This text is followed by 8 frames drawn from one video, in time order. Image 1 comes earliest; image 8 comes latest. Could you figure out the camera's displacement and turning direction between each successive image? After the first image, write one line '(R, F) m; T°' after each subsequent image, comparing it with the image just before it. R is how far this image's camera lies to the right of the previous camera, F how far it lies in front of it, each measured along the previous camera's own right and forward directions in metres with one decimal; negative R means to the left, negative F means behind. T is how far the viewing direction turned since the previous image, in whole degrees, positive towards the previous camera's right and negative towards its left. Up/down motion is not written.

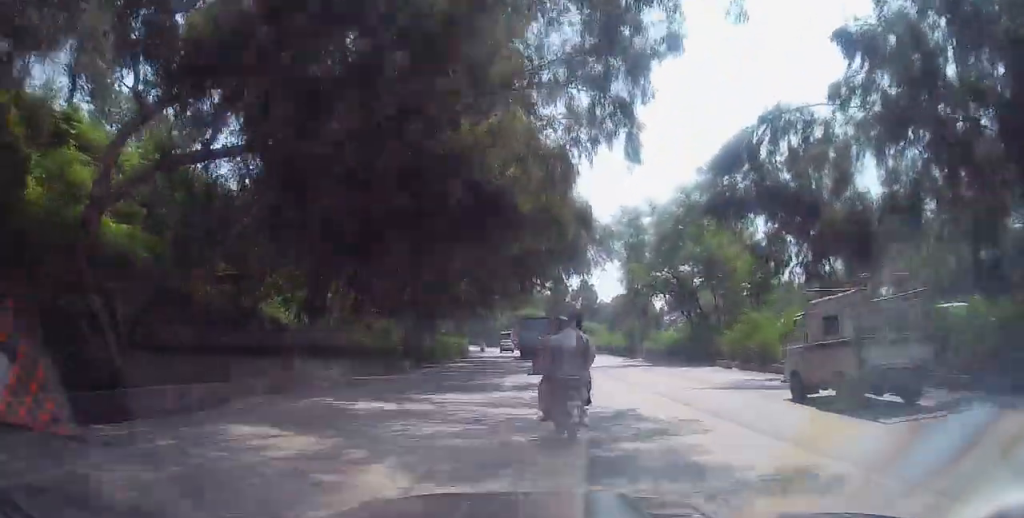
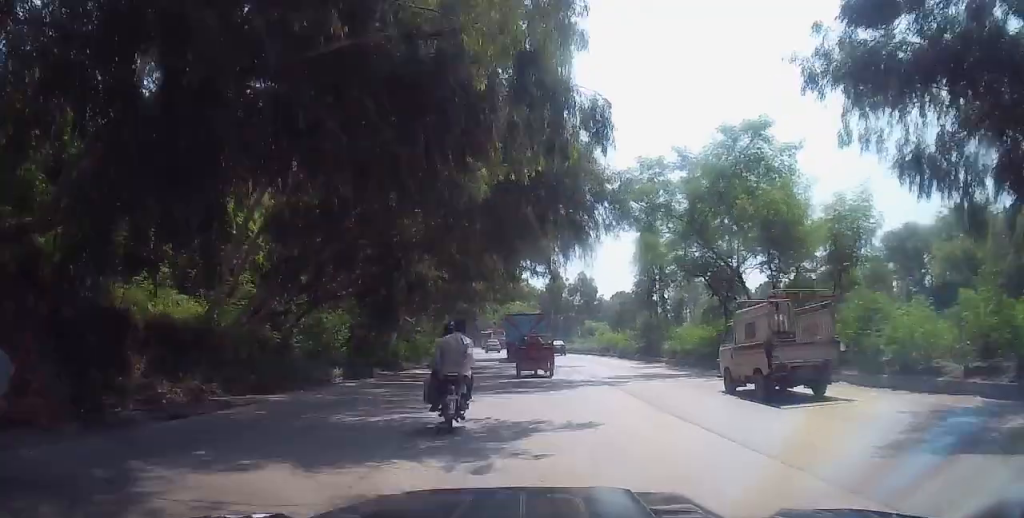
(0.0, +9.6) m; 0°
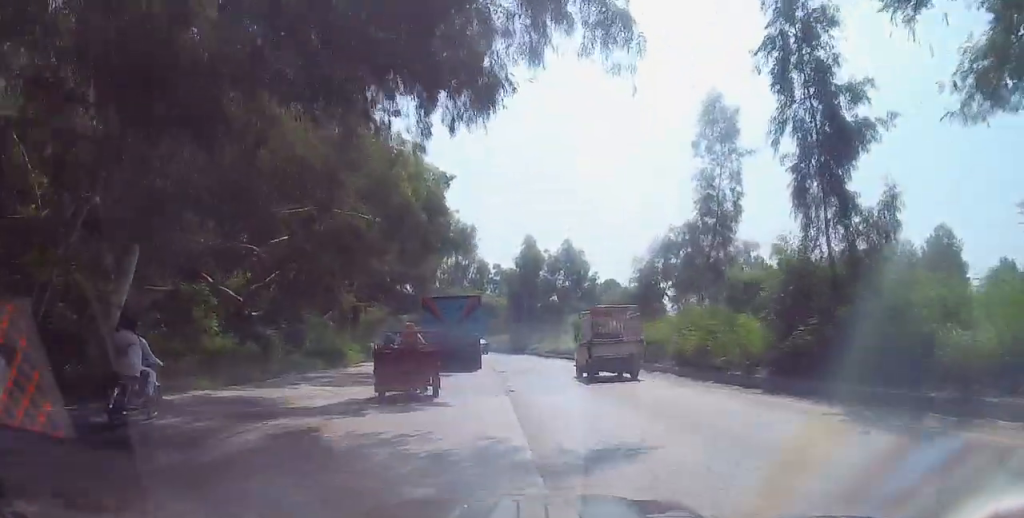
(-0.3, +25.8) m; -1°
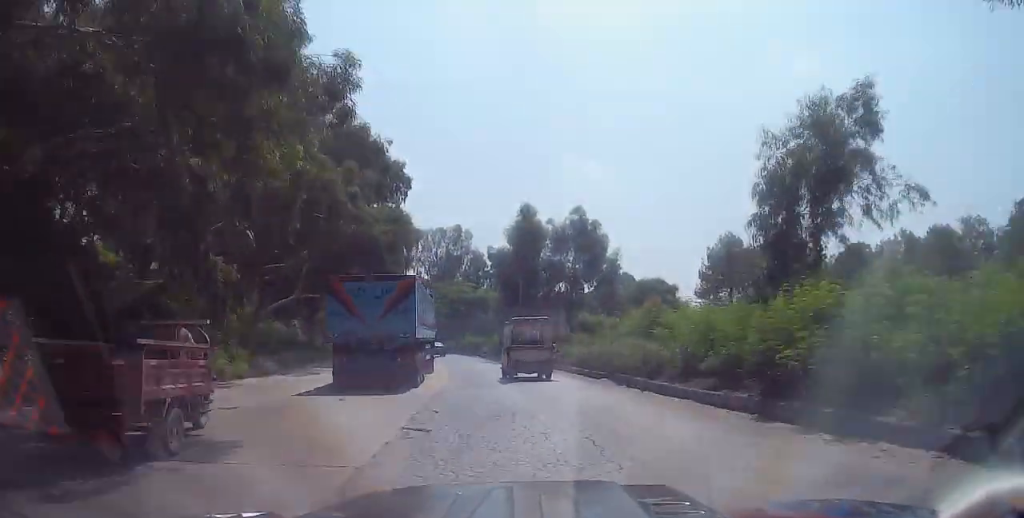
(+0.1, +16.3) m; 0°
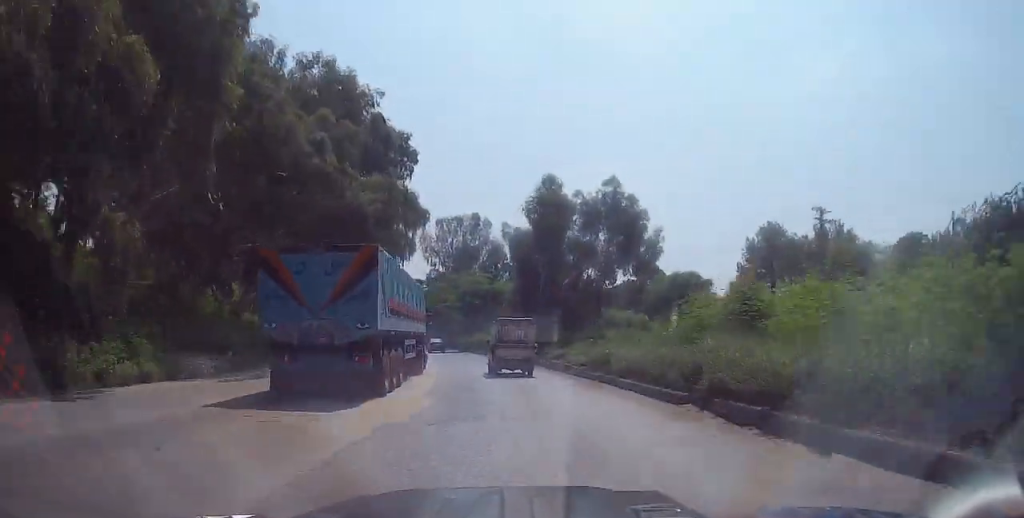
(0.0, +8.0) m; -2°
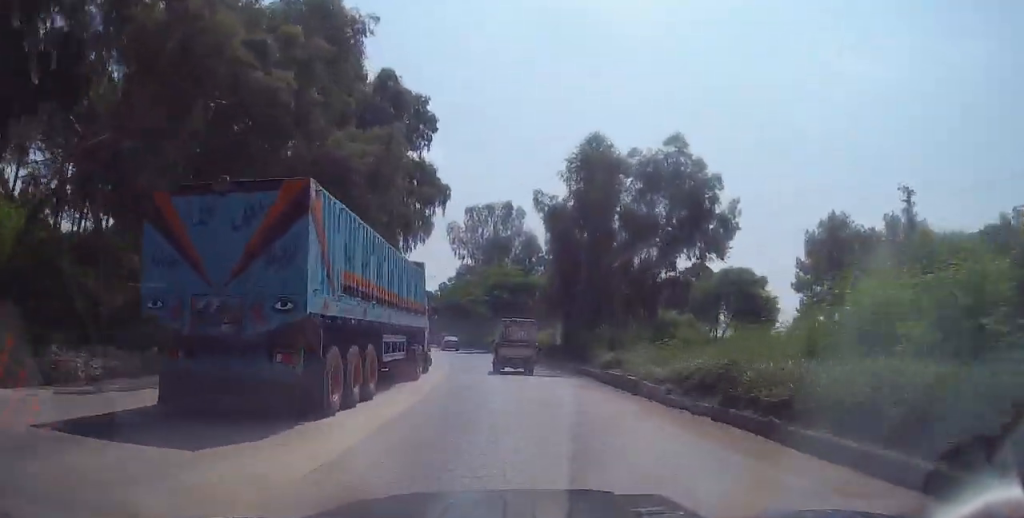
(-0.2, +8.5) m; -3°
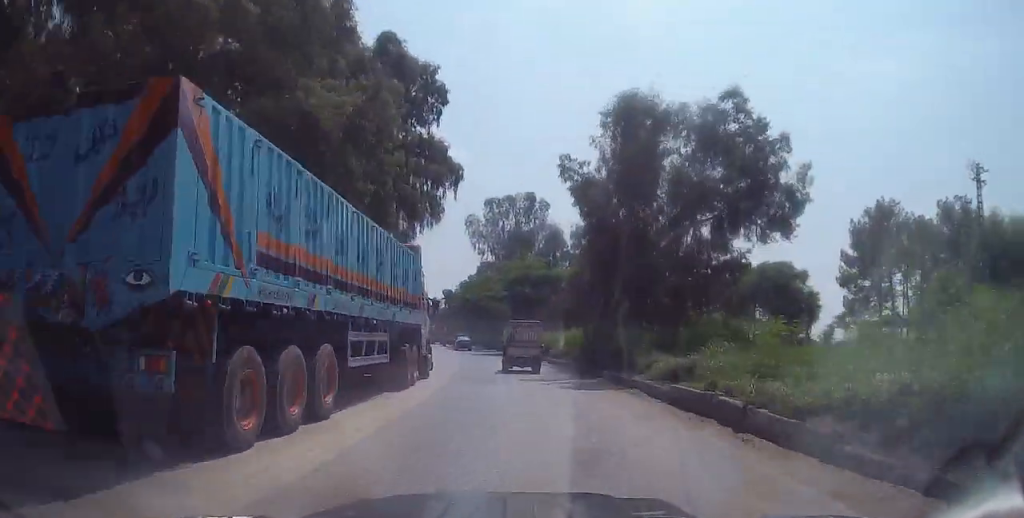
(-0.2, +6.0) m; -2°
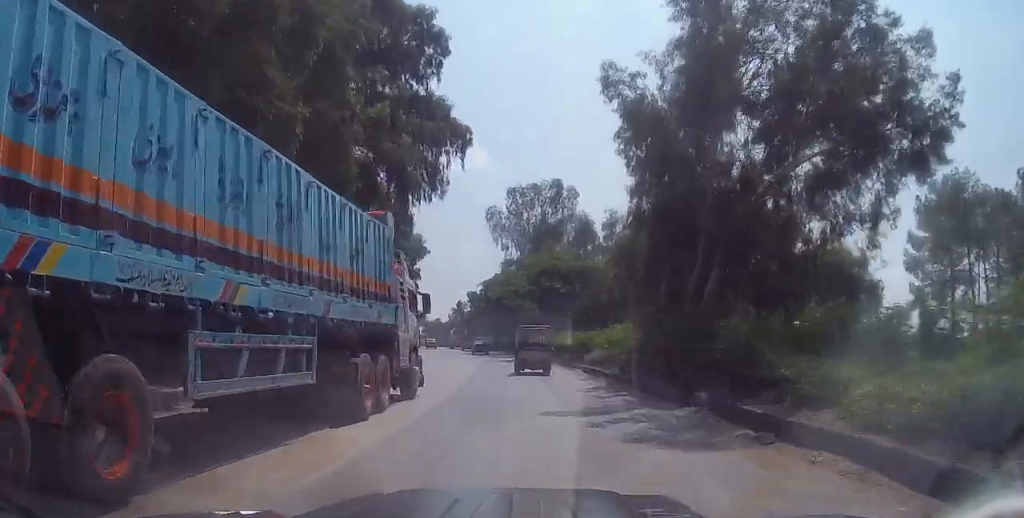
(-0.2, +8.7) m; -3°
